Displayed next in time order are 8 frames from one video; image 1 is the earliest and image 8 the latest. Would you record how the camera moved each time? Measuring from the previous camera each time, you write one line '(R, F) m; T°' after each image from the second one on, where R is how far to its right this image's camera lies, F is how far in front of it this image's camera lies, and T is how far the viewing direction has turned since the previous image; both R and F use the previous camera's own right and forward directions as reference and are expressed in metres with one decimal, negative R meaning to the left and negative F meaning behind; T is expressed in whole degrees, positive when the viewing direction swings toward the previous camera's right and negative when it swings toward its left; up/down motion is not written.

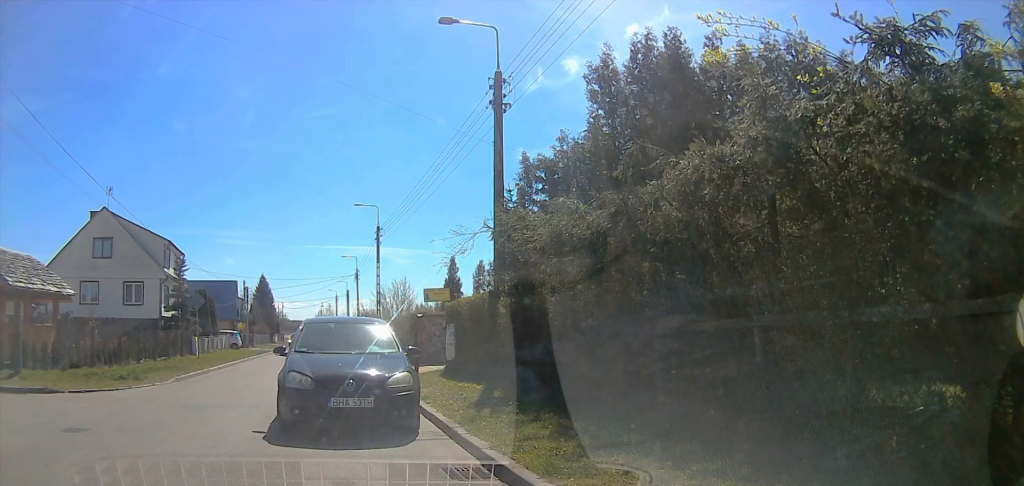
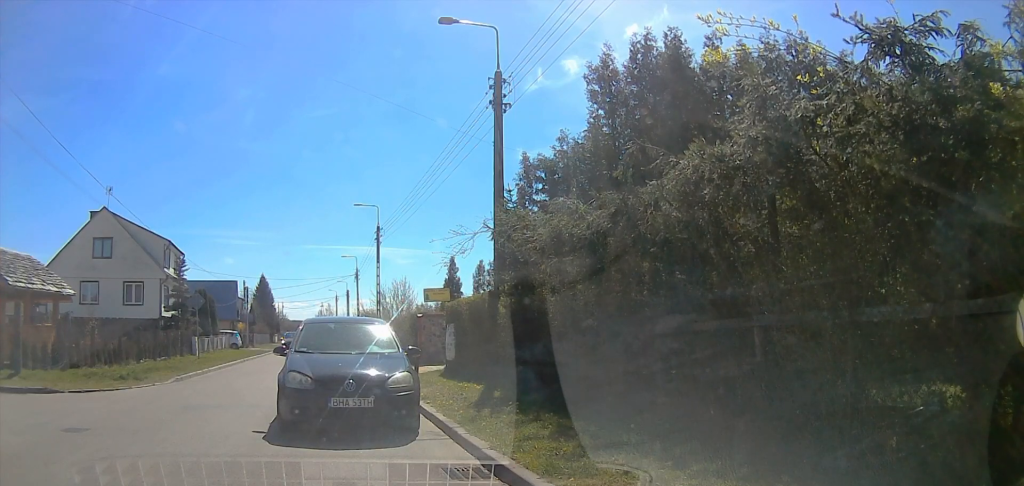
(0.0, 0.0) m; 0°
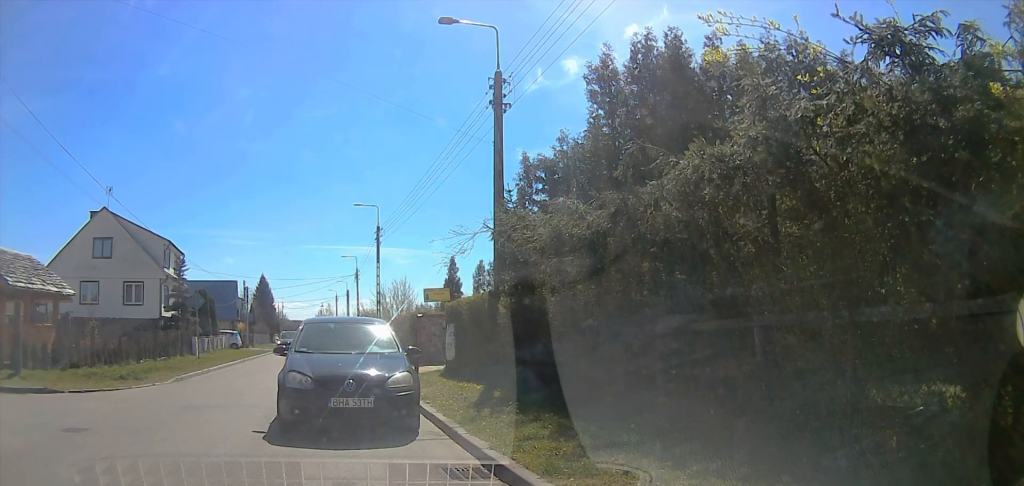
(0.0, 0.0) m; 0°
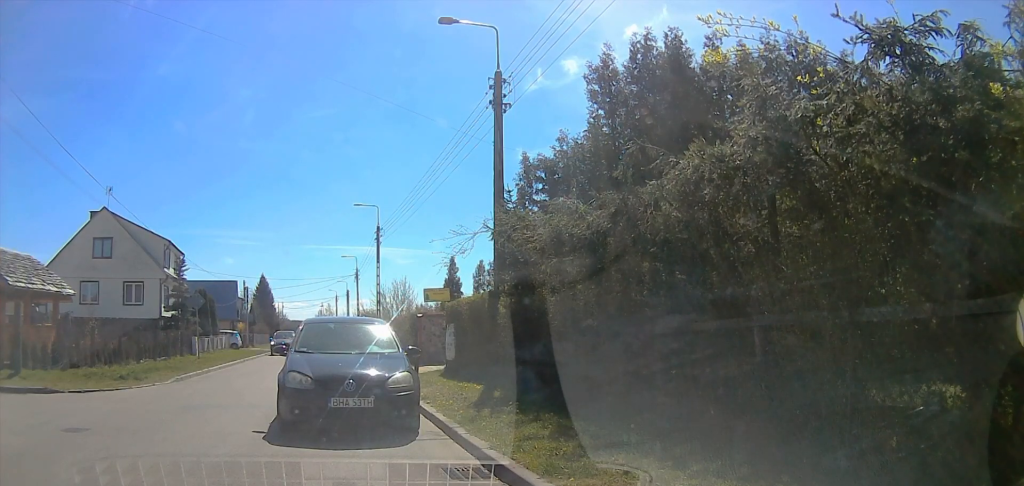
(0.0, 0.0) m; 0°
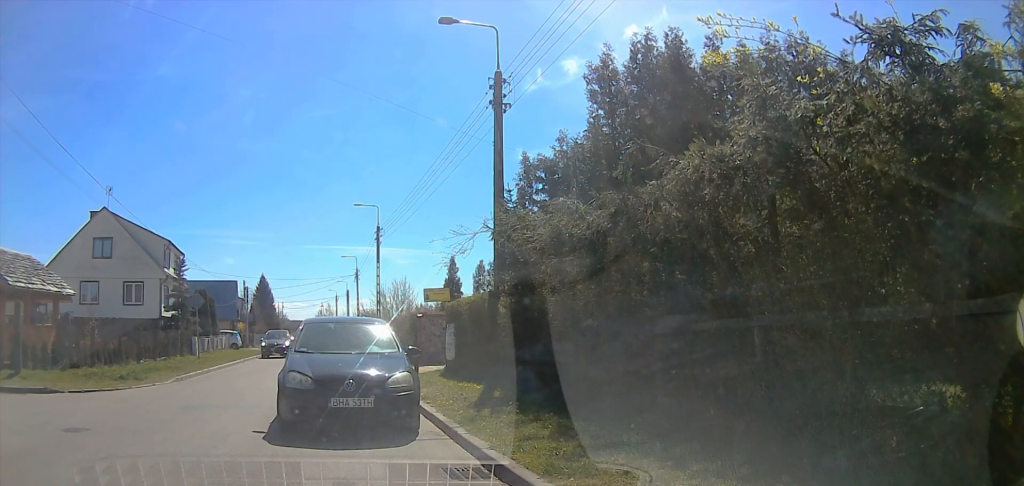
(0.0, 0.0) m; 0°
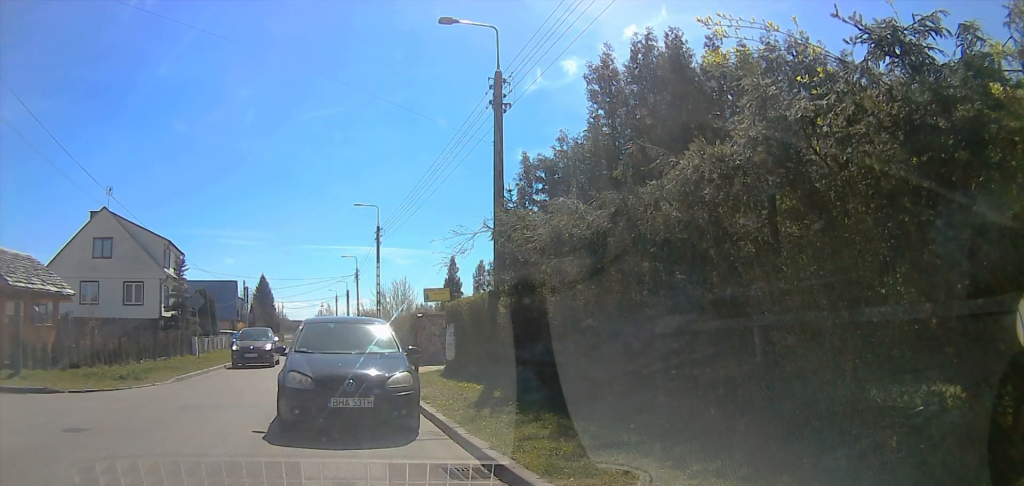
(0.0, 0.0) m; 0°
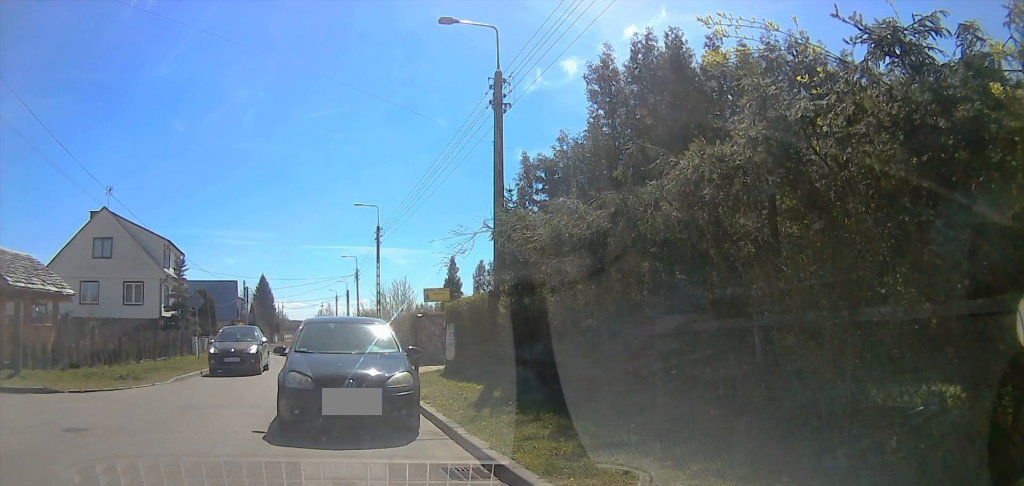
(0.0, 0.0) m; 0°
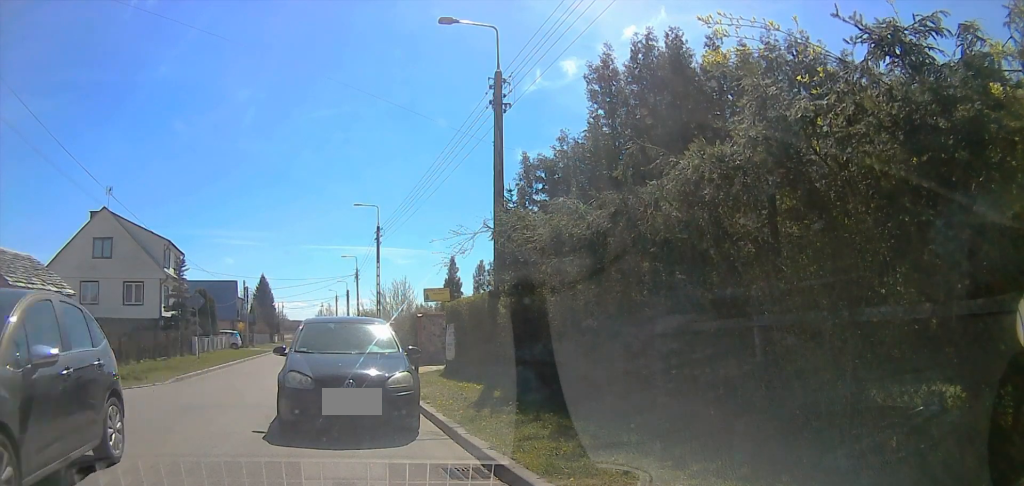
(0.0, 0.0) m; 0°
